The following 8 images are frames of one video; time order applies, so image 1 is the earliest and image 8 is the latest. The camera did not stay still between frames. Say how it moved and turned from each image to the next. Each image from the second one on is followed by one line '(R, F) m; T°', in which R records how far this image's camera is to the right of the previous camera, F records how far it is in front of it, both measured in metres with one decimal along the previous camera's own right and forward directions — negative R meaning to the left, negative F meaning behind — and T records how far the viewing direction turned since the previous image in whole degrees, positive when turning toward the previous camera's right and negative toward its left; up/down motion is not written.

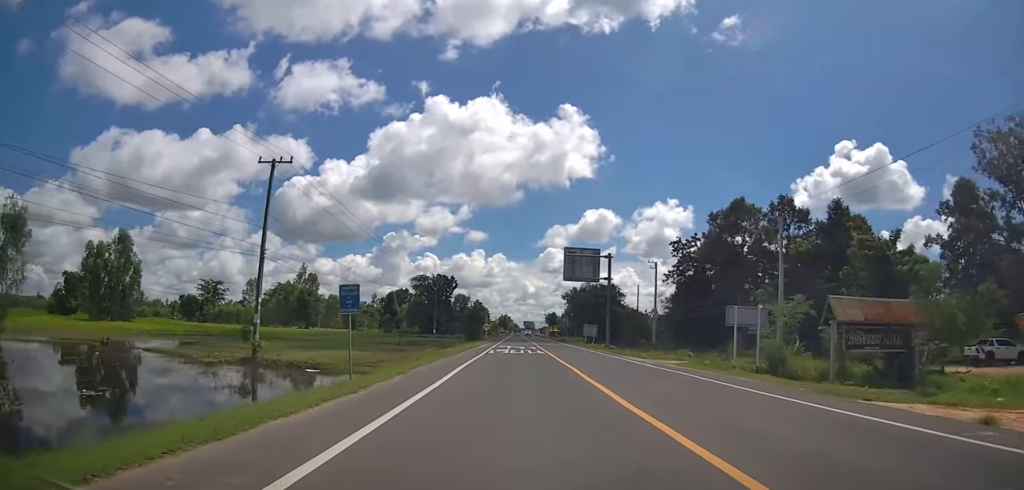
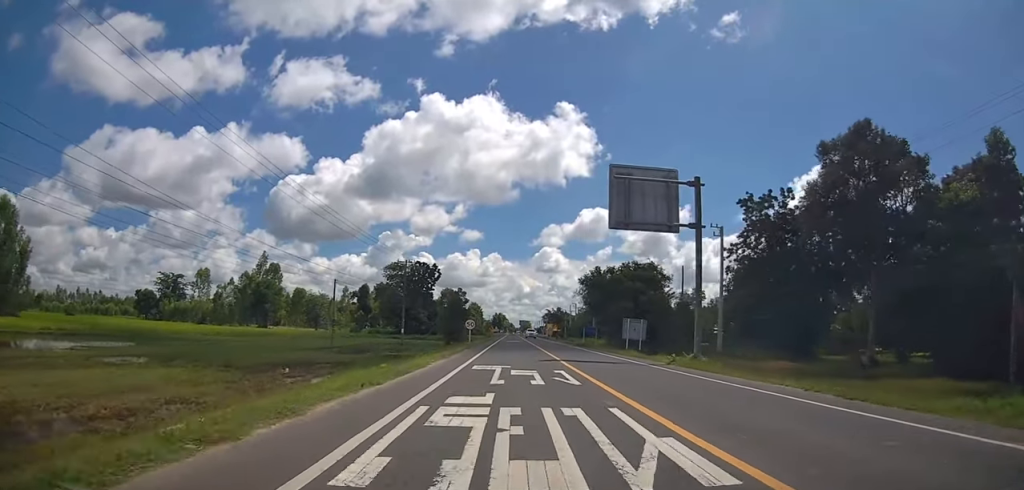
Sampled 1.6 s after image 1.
(+0.2, +27.9) m; 0°
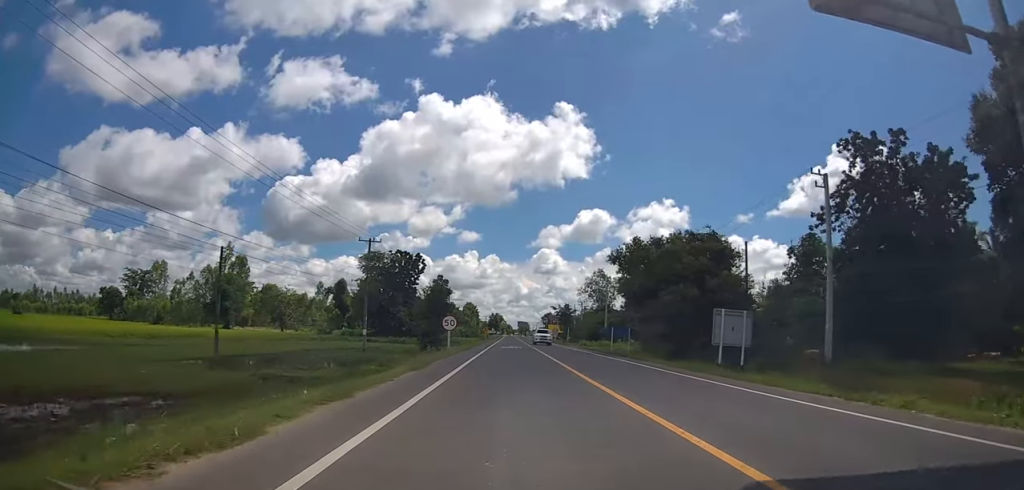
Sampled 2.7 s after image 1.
(-0.3, +20.2) m; -2°
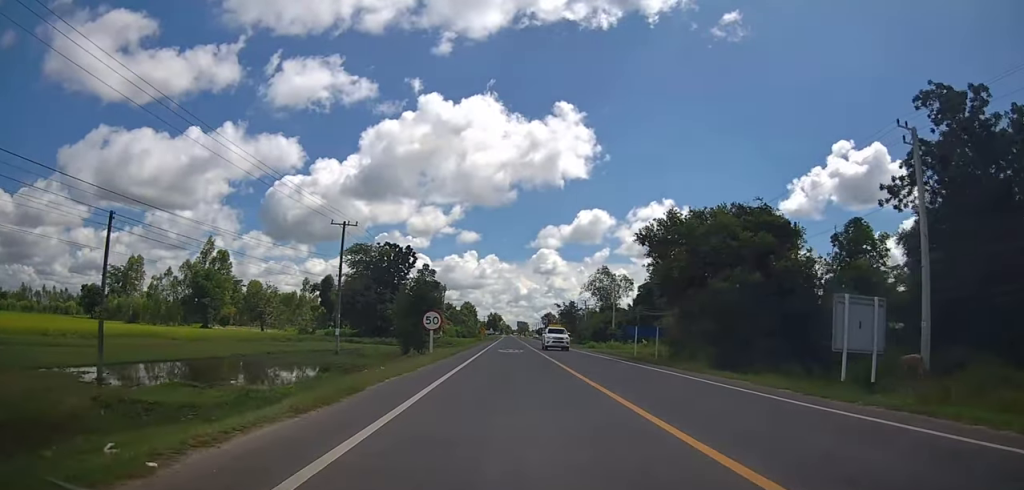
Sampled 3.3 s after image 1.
(-0.4, +9.5) m; 0°
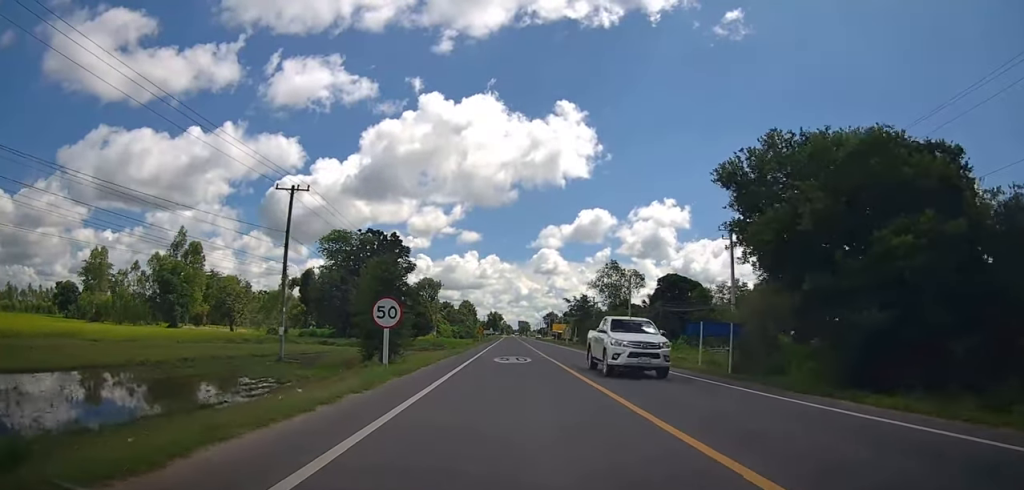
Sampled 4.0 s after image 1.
(+0.2, +13.2) m; +2°
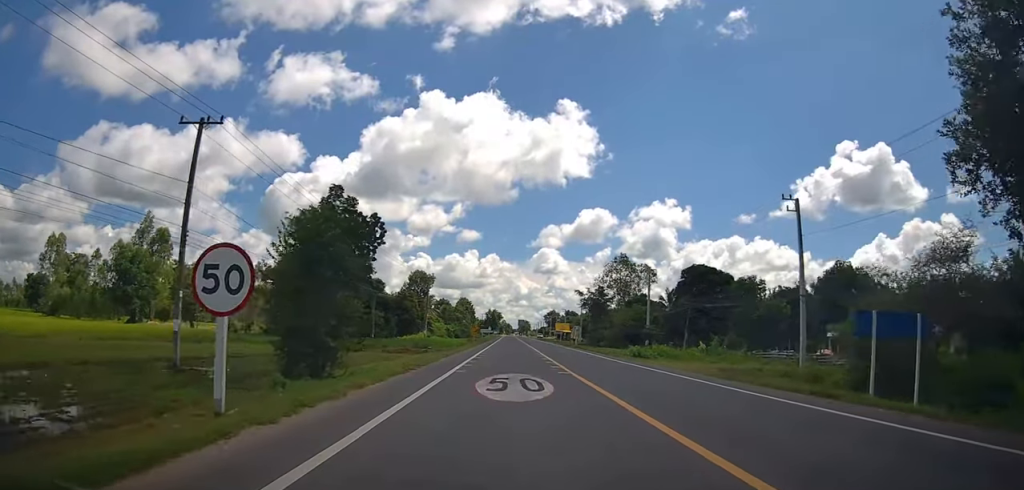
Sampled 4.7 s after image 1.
(+0.3, +13.0) m; +2°
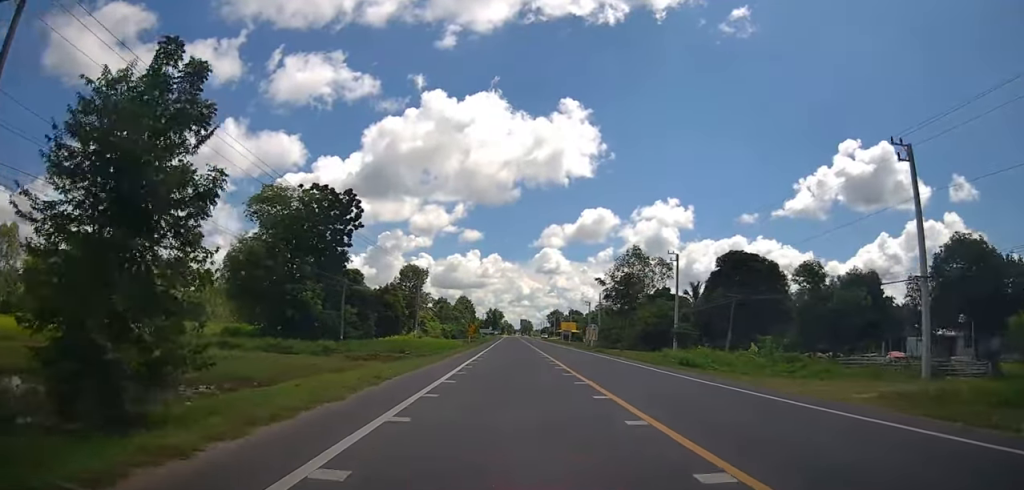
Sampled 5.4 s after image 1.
(+0.1, +12.9) m; 0°
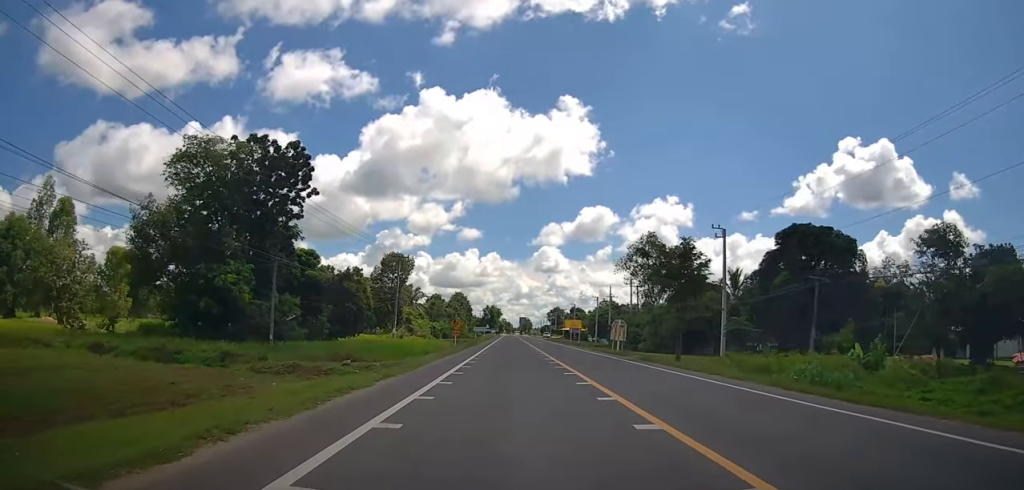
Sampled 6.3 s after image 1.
(-0.1, +15.8) m; -2°
